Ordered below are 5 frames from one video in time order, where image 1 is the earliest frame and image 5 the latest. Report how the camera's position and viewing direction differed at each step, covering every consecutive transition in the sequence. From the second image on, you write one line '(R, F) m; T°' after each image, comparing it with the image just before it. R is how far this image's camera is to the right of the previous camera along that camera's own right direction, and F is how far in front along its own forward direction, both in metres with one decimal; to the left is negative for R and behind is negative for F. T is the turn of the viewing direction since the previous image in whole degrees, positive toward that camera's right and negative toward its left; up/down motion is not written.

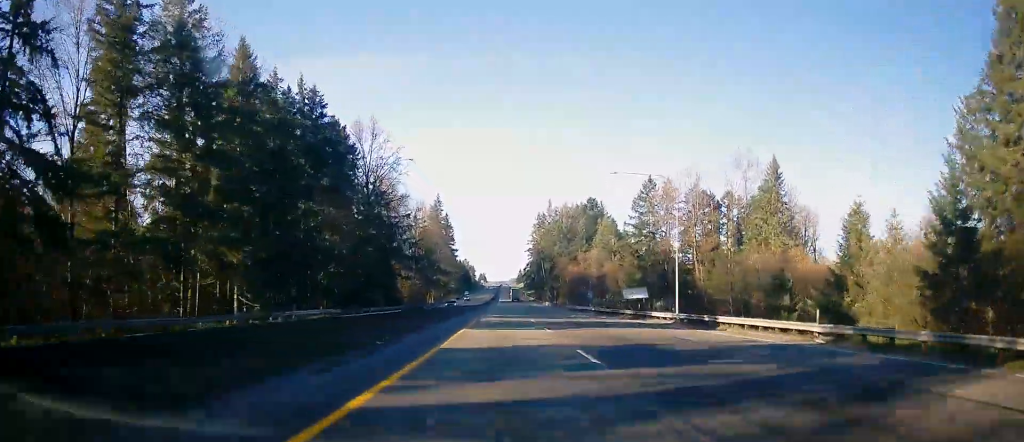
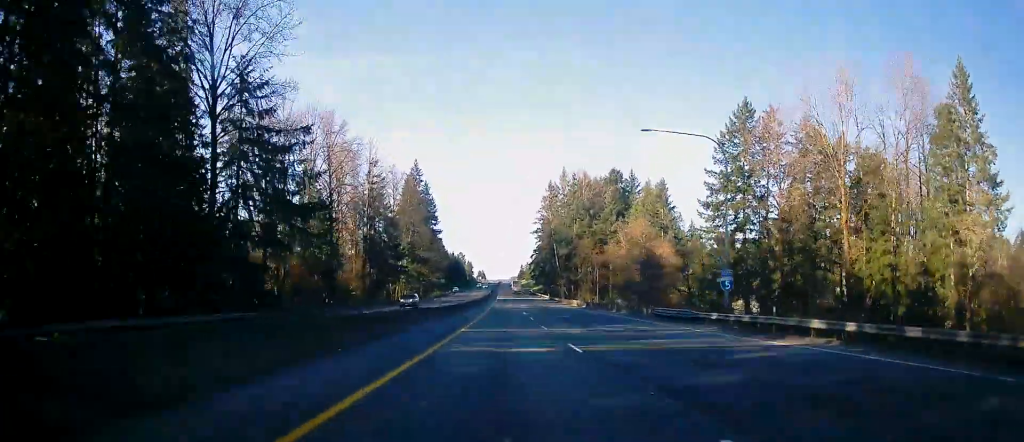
(+0.5, +59.0) m; 0°
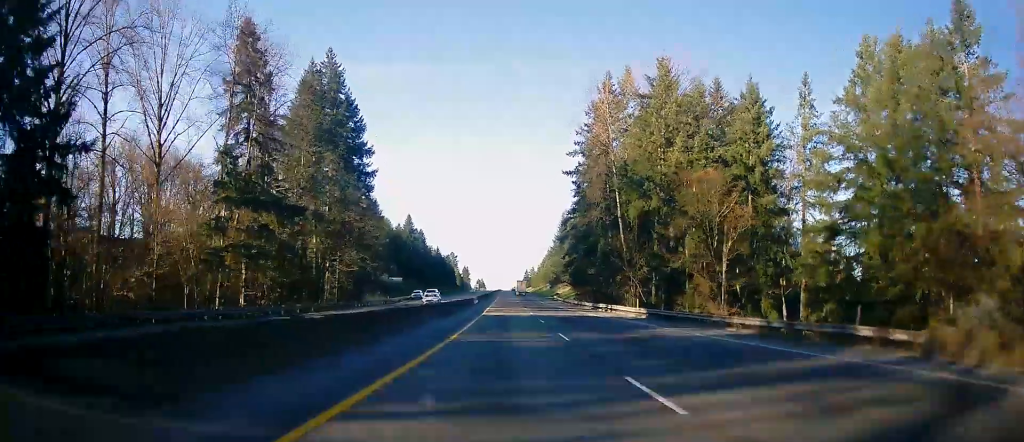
(-0.9, +93.7) m; -1°
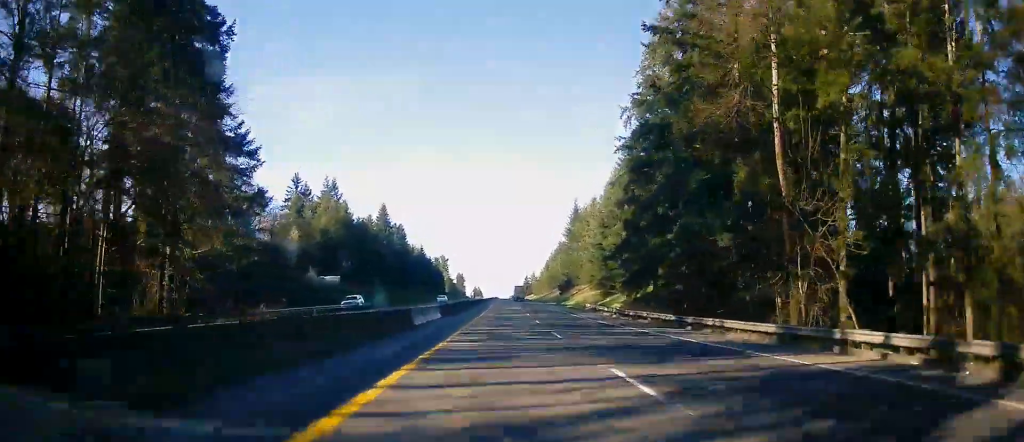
(+0.1, +47.6) m; +1°
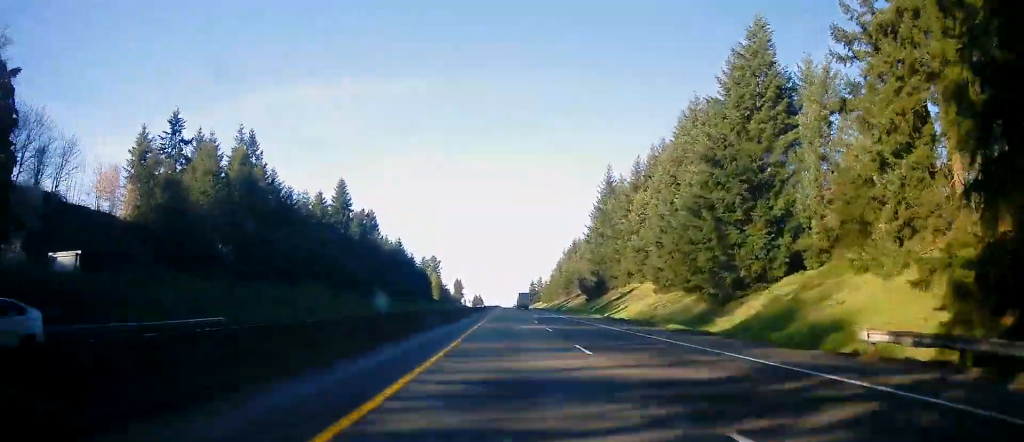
(+0.1, +53.9) m; -1°
